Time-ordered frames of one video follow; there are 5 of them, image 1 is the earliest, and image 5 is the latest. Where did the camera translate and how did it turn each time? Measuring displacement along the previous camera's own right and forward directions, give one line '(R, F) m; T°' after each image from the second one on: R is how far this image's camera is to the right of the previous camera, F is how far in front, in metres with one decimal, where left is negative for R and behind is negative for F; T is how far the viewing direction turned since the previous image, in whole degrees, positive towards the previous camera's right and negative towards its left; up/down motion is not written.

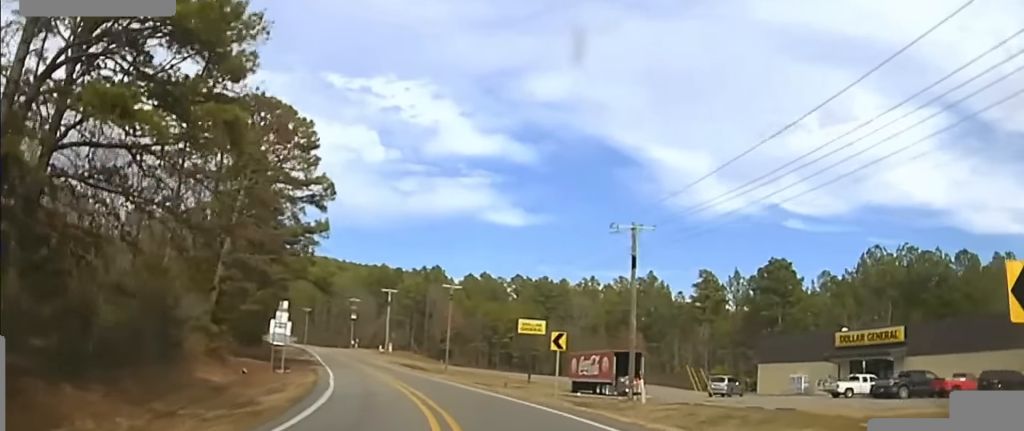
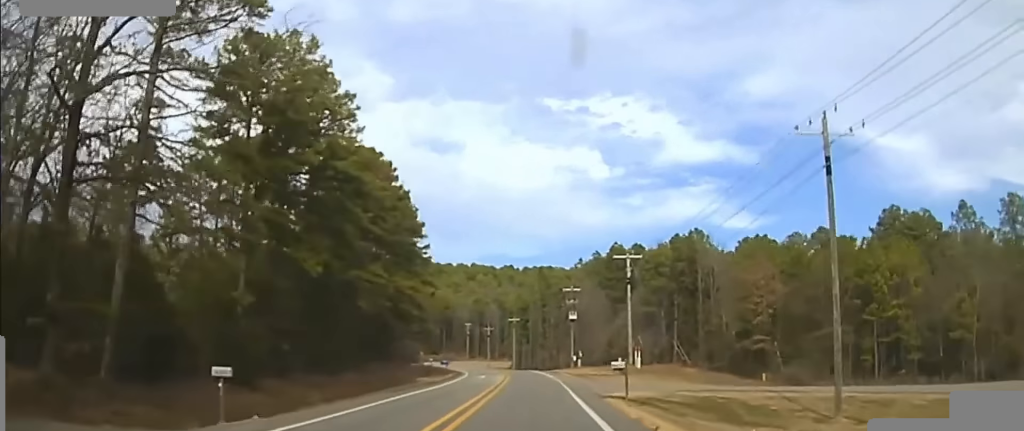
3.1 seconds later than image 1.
(-11.1, +60.0) m; -16°
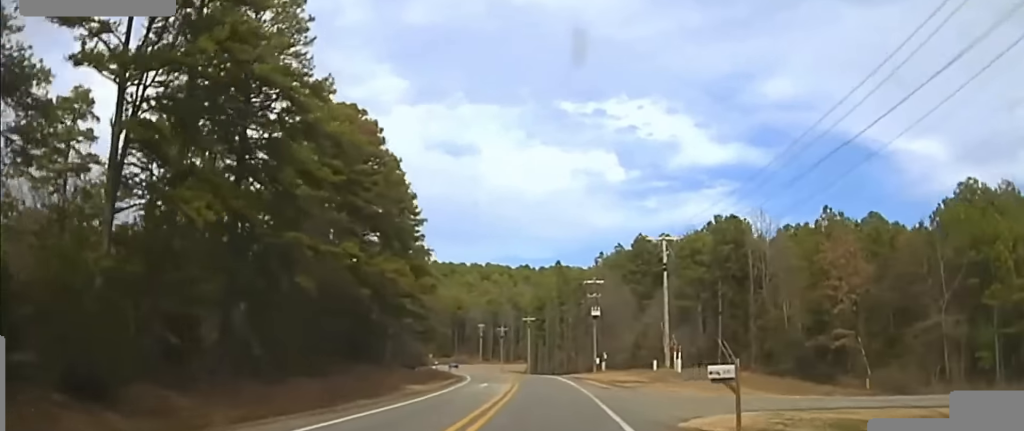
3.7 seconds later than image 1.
(-0.1, +15.3) m; -2°
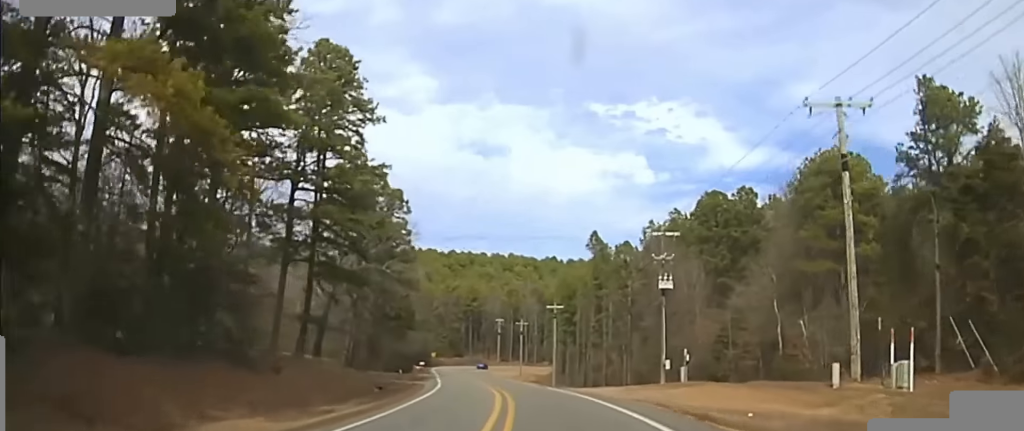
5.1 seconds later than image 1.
(-1.7, +53.4) m; -3°
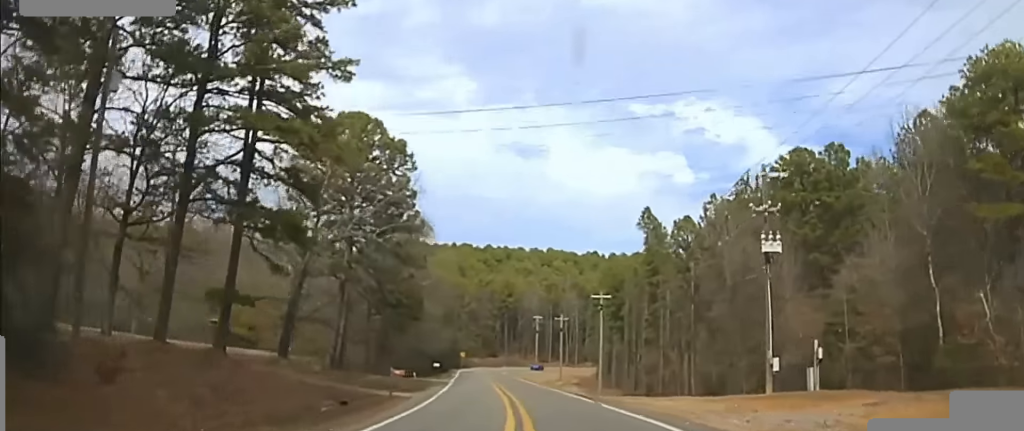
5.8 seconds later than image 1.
(-0.1, +27.7) m; -2°
